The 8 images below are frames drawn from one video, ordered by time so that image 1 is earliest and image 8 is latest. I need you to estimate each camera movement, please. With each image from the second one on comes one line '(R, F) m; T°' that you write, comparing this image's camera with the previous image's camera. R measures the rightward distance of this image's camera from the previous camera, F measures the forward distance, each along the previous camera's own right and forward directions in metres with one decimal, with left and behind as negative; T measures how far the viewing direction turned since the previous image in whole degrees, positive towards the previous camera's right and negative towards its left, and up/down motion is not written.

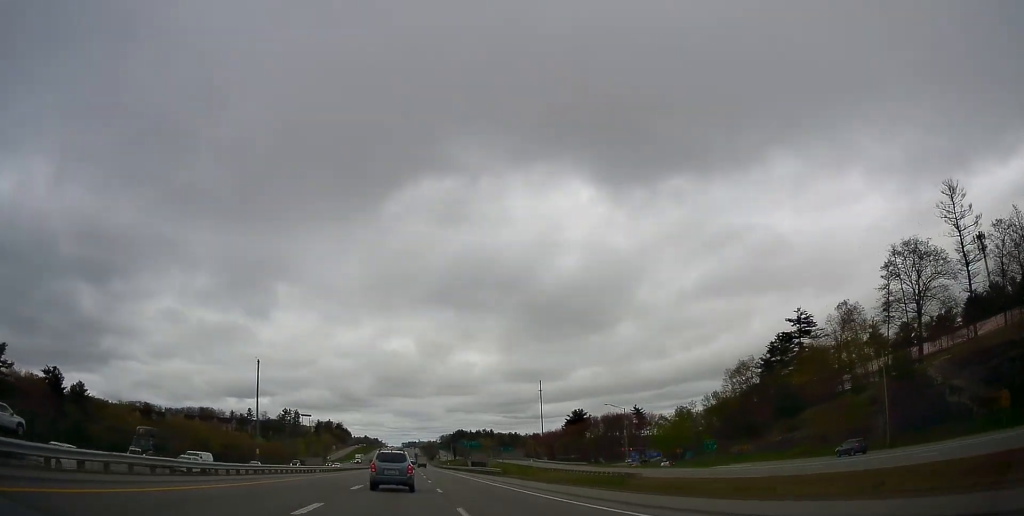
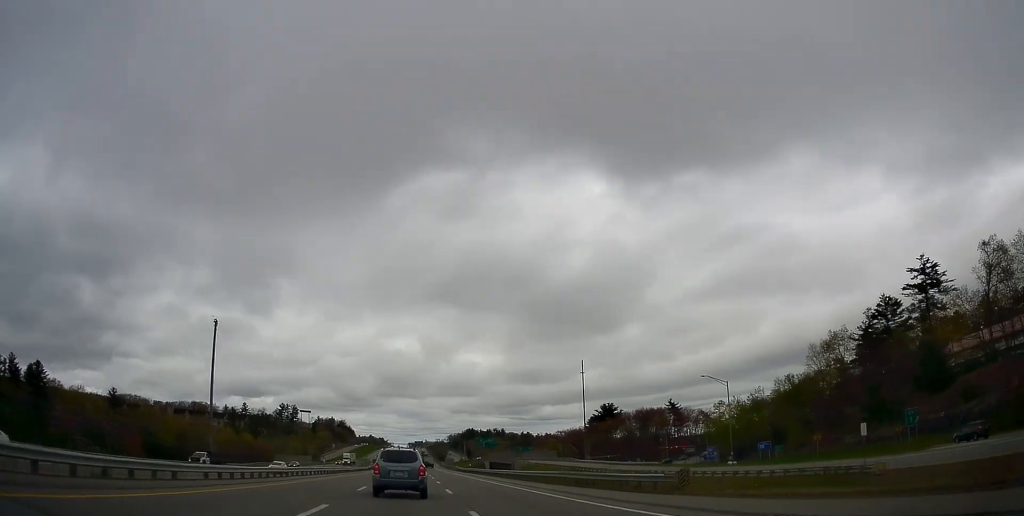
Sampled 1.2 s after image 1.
(+0.6, +37.7) m; +2°
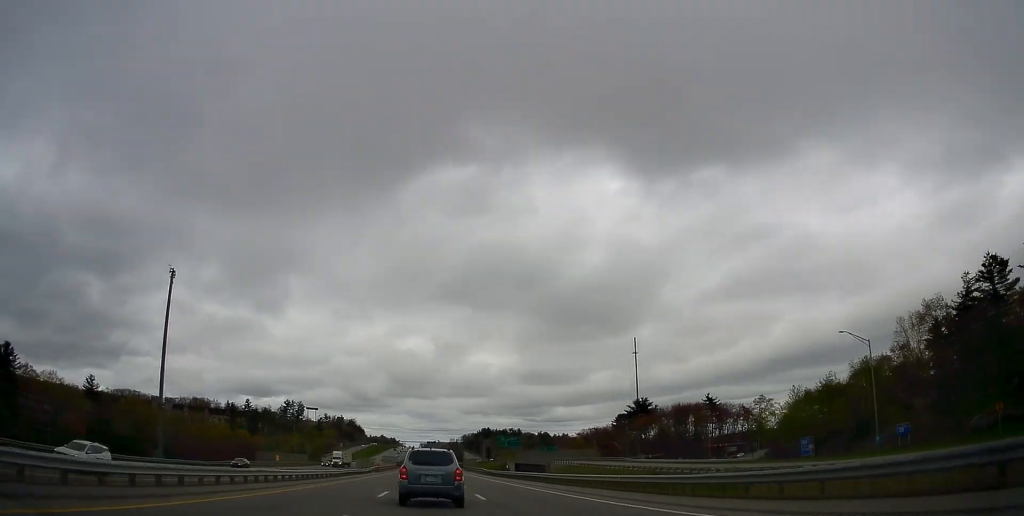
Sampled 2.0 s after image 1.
(+0.3, +27.0) m; 0°
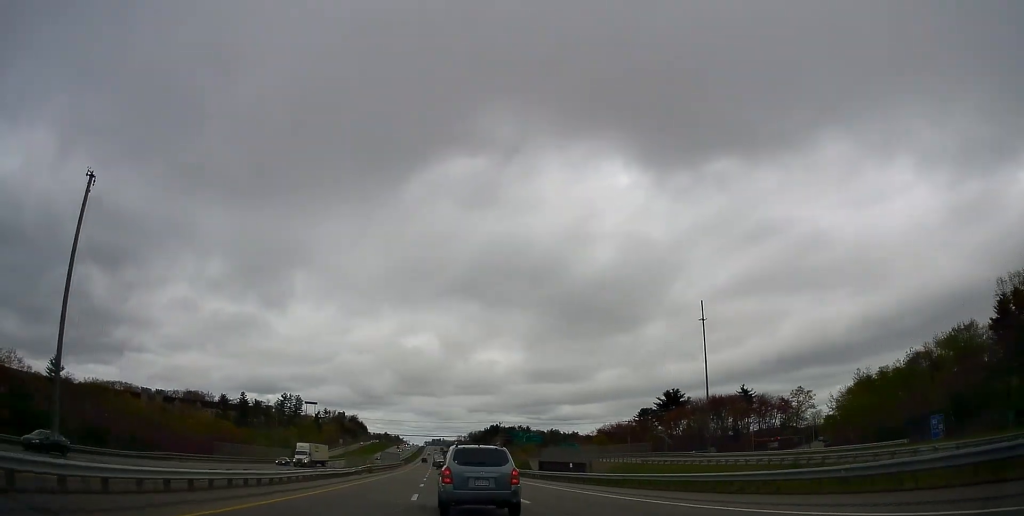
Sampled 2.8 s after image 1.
(0.0, +27.2) m; -1°
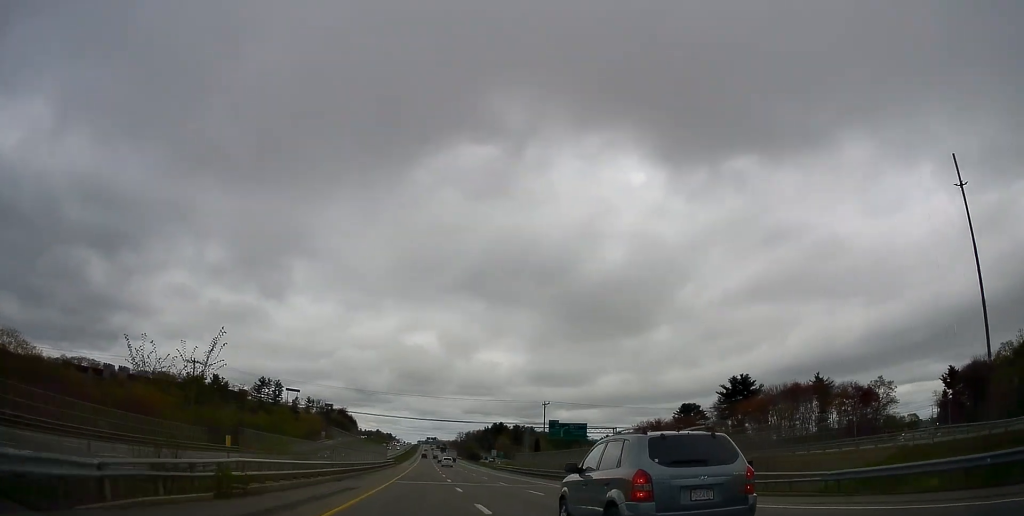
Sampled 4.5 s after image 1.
(-0.8, +53.7) m; 0°
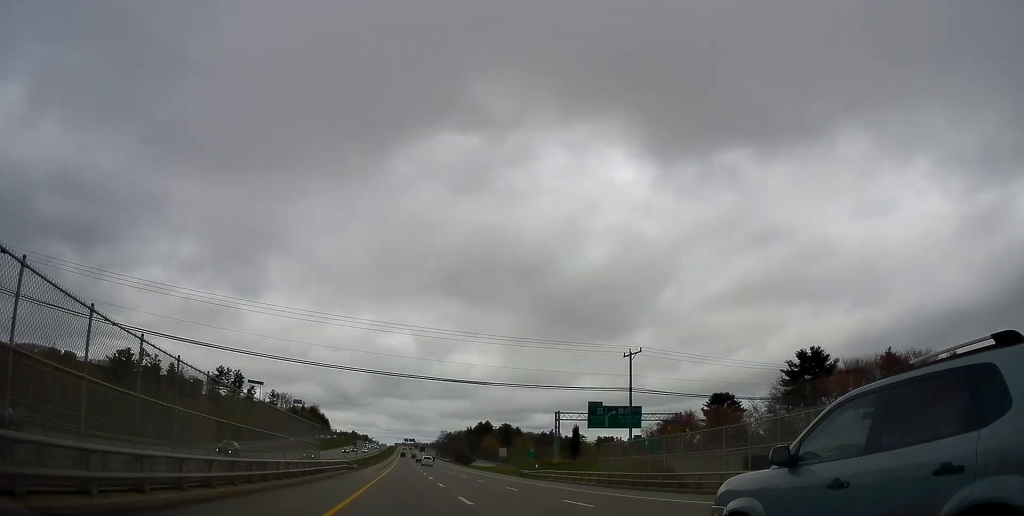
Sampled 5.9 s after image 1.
(+0.3, +46.1) m; 0°
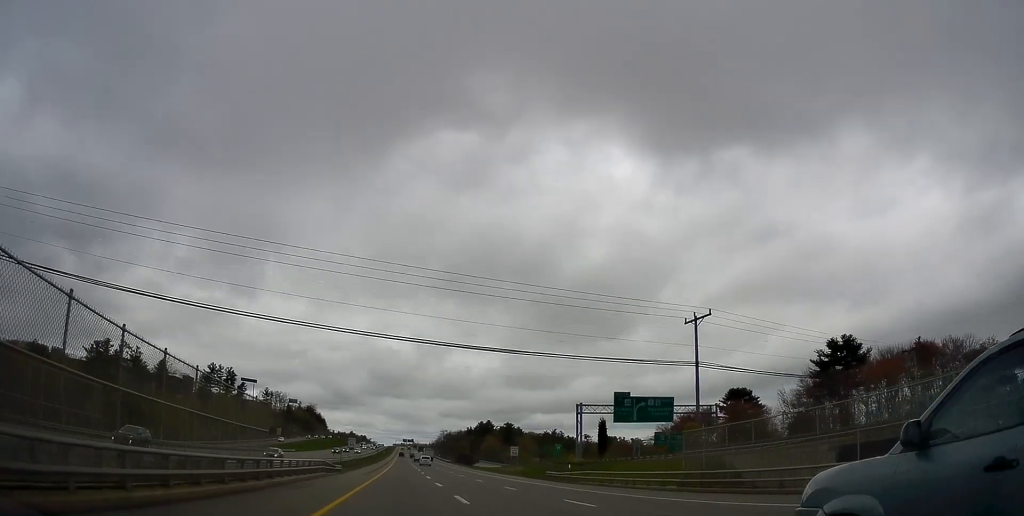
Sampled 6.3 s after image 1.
(0.0, +12.7) m; 0°
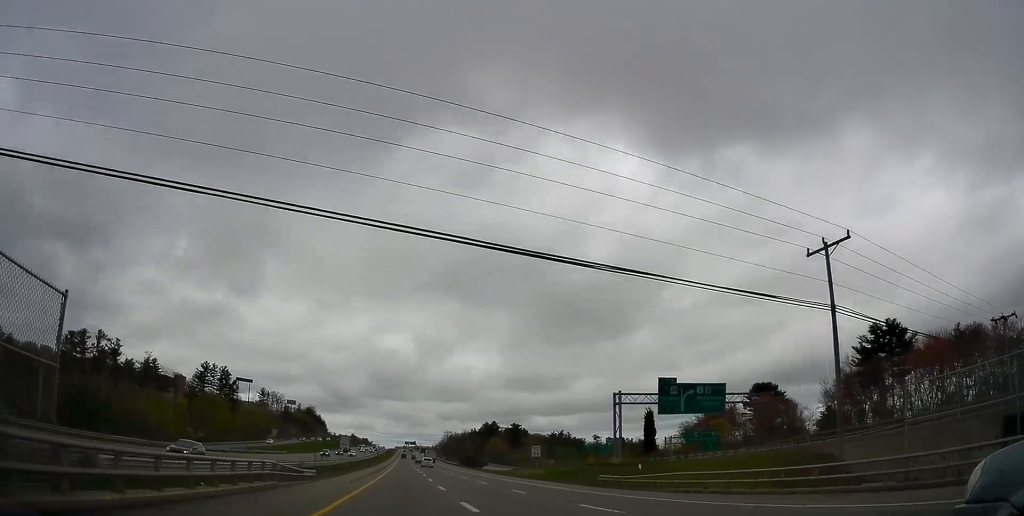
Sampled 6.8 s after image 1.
(0.0, +14.3) m; 0°
